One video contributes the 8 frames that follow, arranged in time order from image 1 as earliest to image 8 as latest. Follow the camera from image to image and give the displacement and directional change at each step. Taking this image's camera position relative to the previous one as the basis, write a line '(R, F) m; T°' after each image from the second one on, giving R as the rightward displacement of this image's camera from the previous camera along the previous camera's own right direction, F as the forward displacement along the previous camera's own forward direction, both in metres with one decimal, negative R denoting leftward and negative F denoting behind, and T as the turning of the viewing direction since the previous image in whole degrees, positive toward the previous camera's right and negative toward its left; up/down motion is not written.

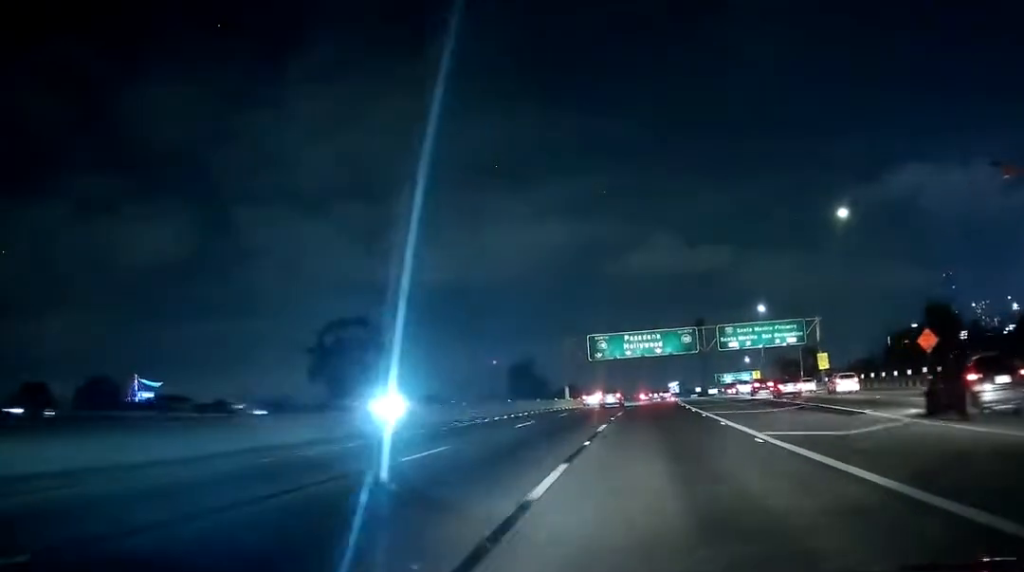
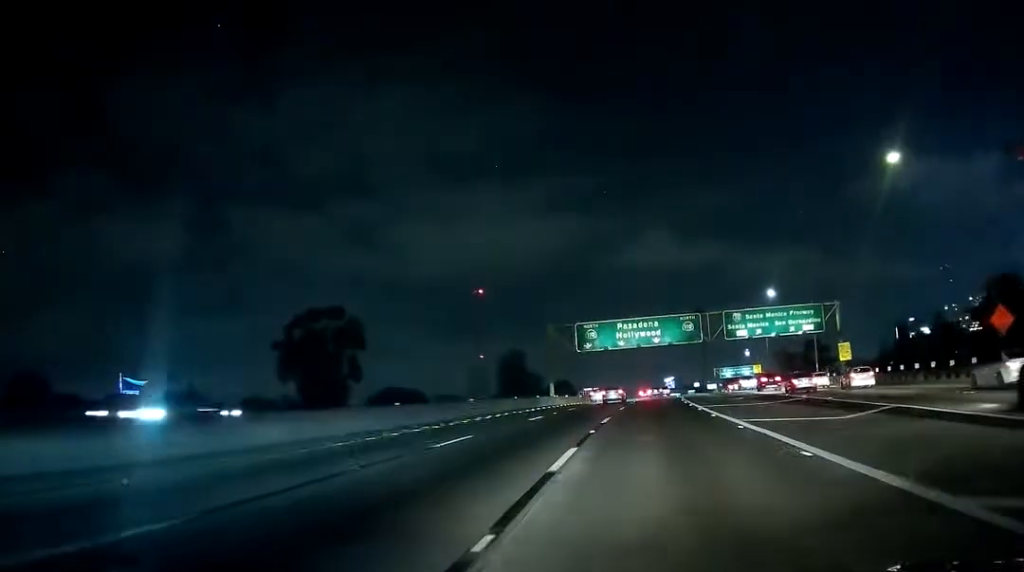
(+0.2, +12.2) m; +2°
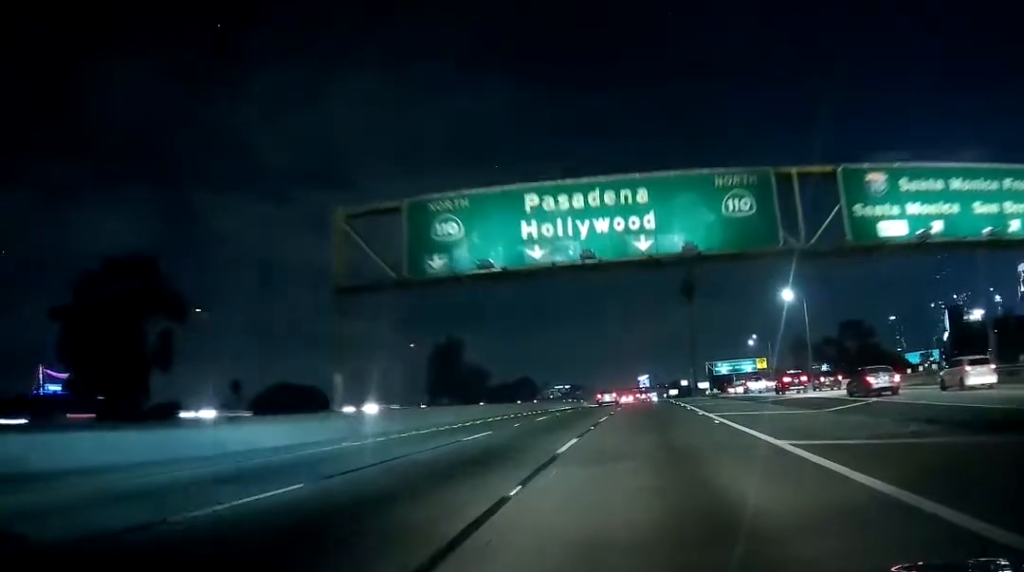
(+1.2, +54.4) m; +1°
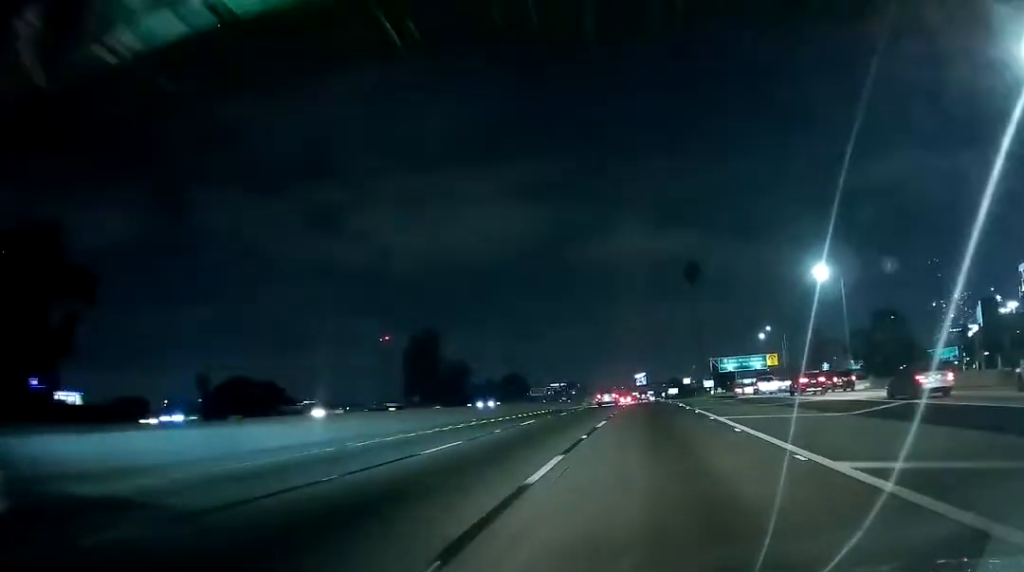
(0.0, +19.1) m; 0°
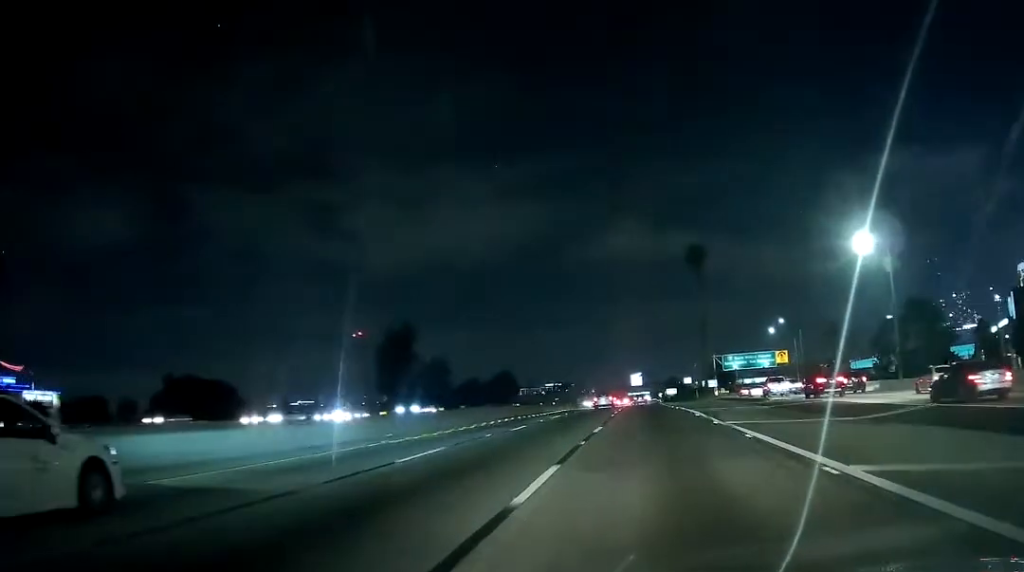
(0.0, +16.5) m; 0°
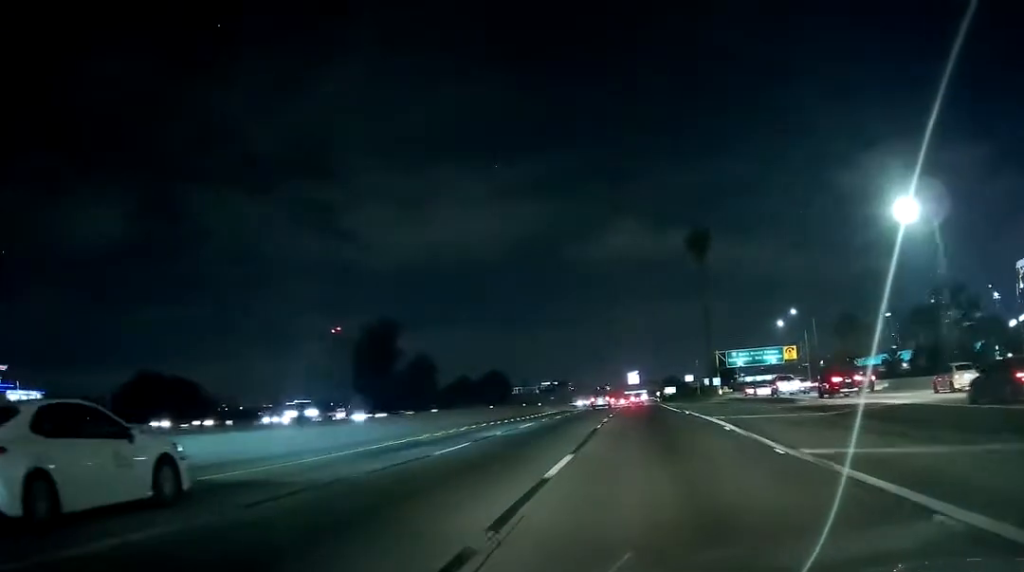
(0.0, +10.8) m; -1°
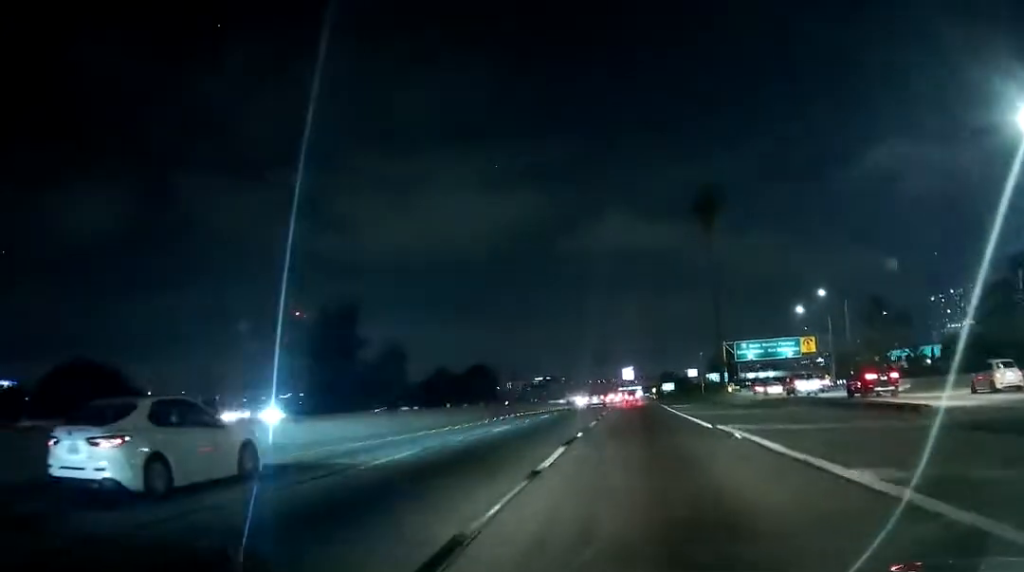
(-0.3, +19.1) m; 0°
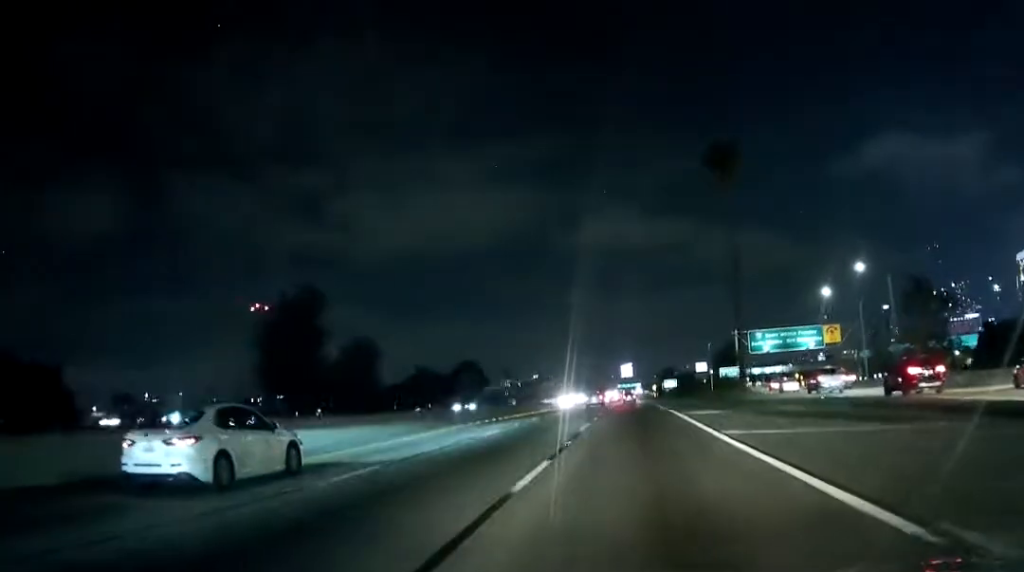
(0.0, +16.6) m; +1°
